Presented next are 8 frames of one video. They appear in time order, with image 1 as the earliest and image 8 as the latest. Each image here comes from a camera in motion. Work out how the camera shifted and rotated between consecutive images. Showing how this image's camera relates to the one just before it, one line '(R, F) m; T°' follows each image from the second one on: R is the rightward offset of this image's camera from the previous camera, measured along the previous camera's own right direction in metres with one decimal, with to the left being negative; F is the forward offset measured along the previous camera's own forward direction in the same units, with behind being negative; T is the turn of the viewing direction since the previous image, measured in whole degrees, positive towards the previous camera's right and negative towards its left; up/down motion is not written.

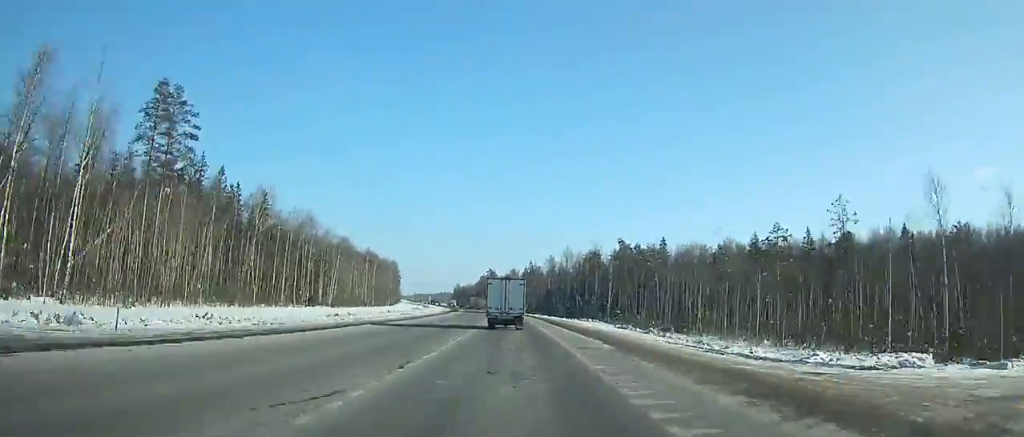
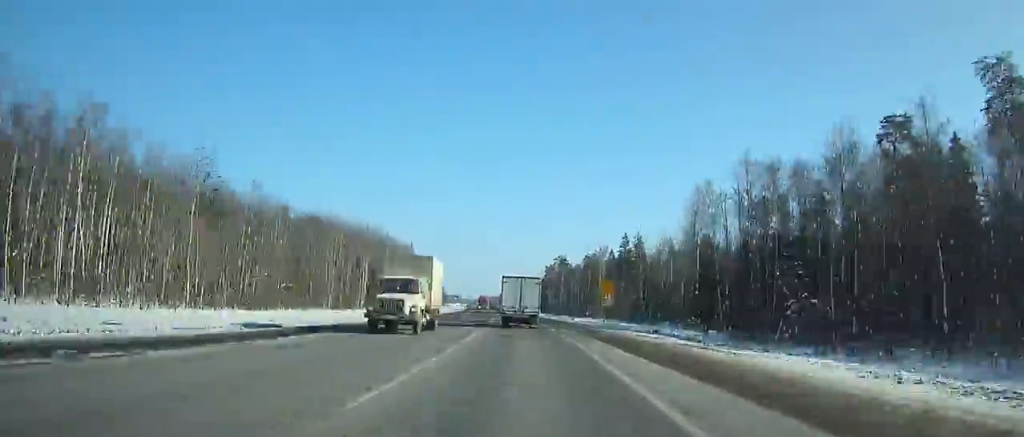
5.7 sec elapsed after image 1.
(-7.9, +131.4) m; -5°
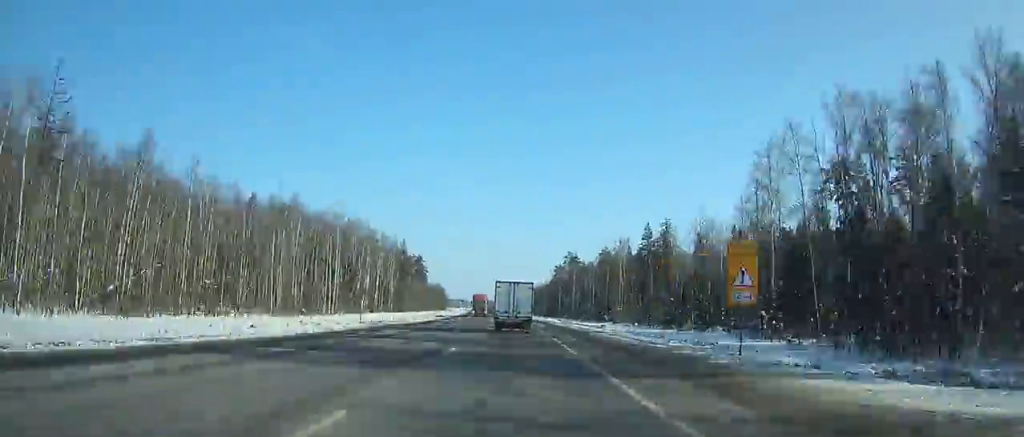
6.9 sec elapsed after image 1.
(-0.1, +27.4) m; -1°
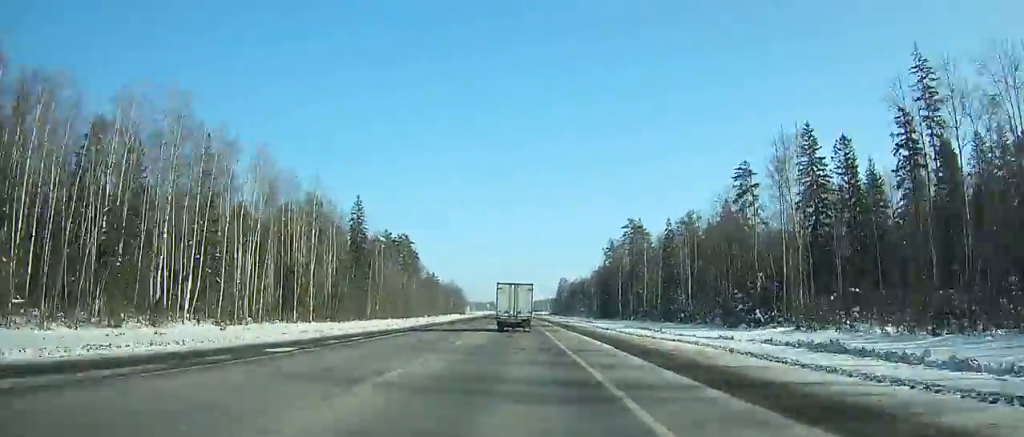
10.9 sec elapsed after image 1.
(-3.6, +90.2) m; -3°
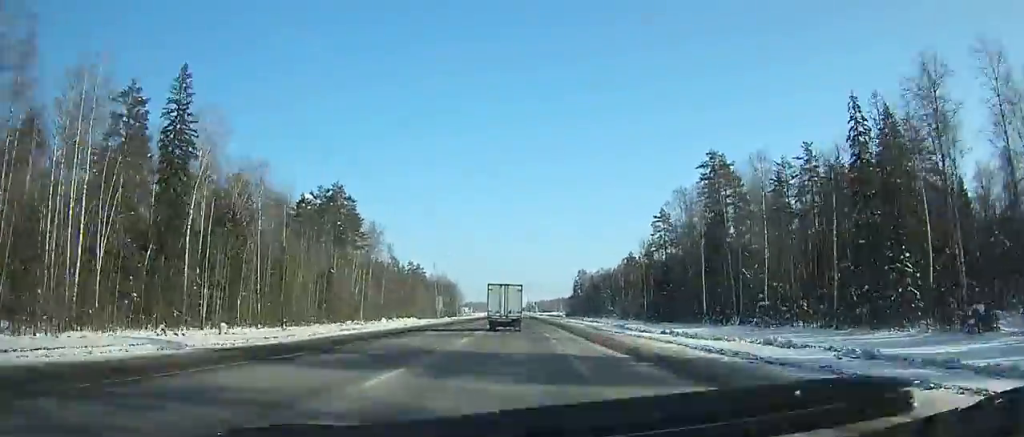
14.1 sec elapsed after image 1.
(-1.0, +71.5) m; -1°
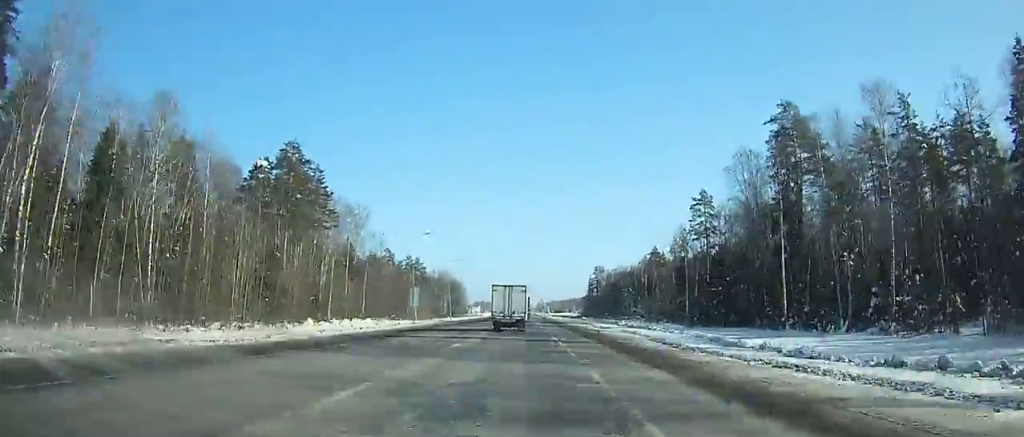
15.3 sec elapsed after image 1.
(0.0, +26.7) m; 0°
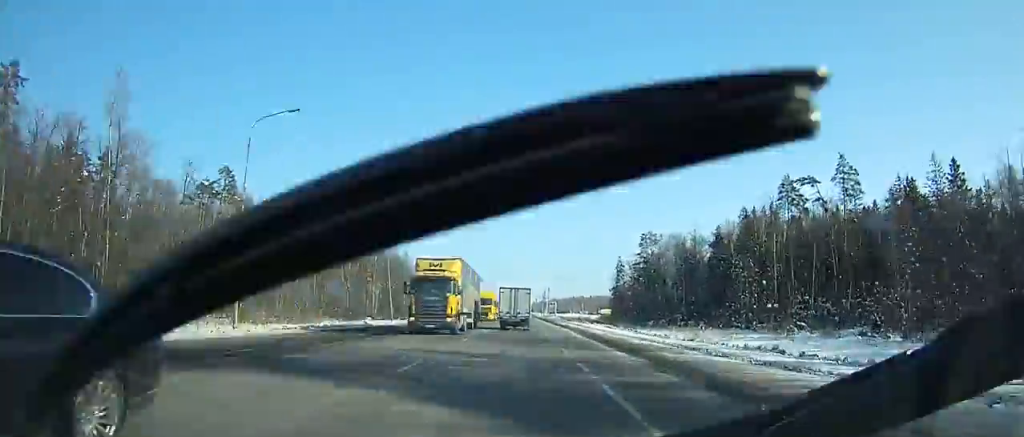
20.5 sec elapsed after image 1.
(-0.3, +114.7) m; 0°
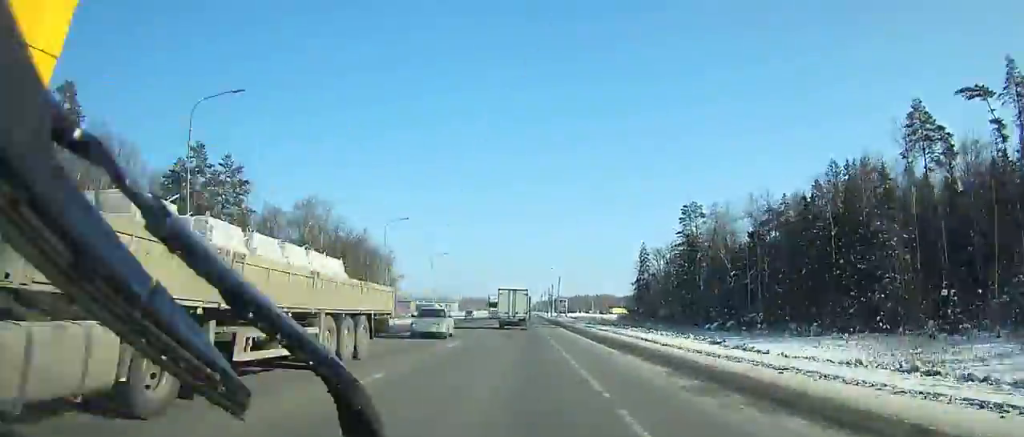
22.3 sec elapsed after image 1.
(+0.1, +39.5) m; 0°
